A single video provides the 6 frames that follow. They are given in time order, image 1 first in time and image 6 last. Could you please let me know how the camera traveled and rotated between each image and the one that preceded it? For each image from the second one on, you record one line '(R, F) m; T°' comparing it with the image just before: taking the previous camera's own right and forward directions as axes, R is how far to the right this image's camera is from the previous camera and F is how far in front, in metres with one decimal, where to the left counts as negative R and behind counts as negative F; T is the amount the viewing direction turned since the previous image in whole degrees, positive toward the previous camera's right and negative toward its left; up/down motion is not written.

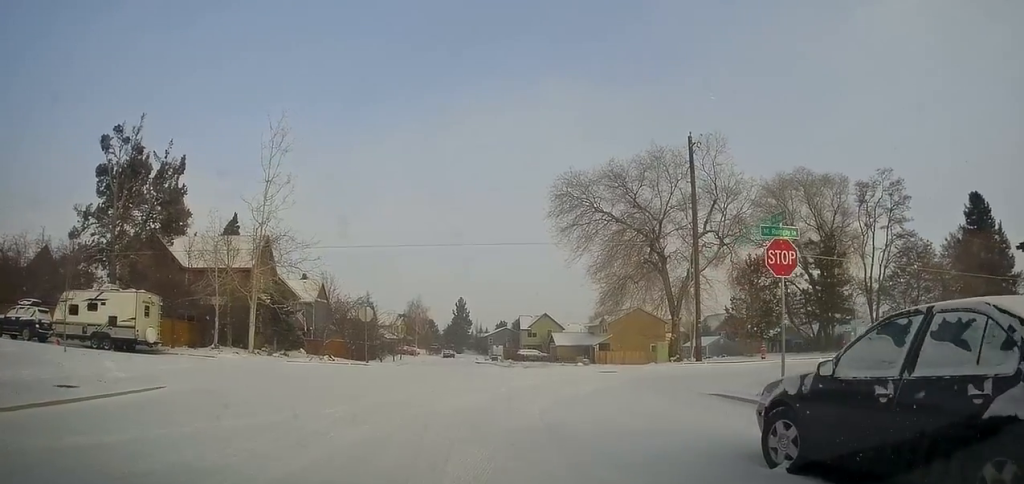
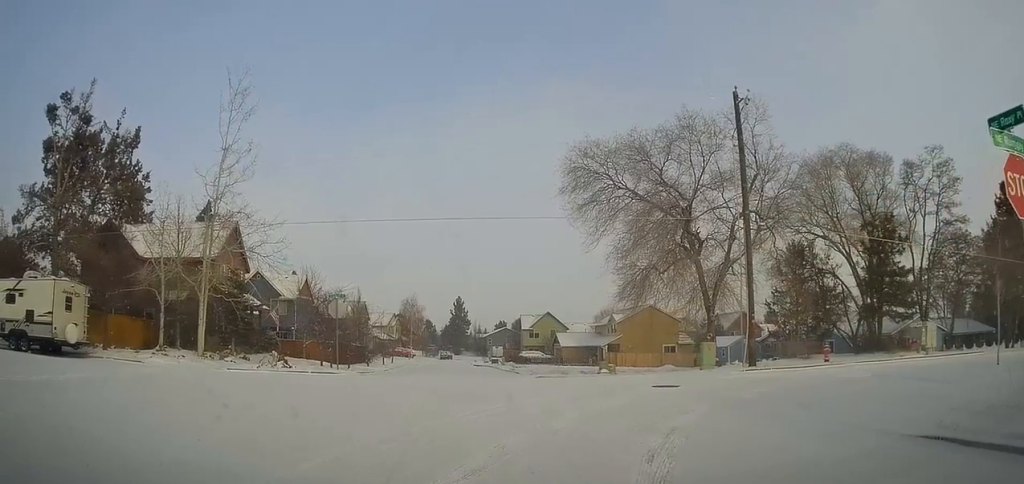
(+0.7, +8.4) m; +6°
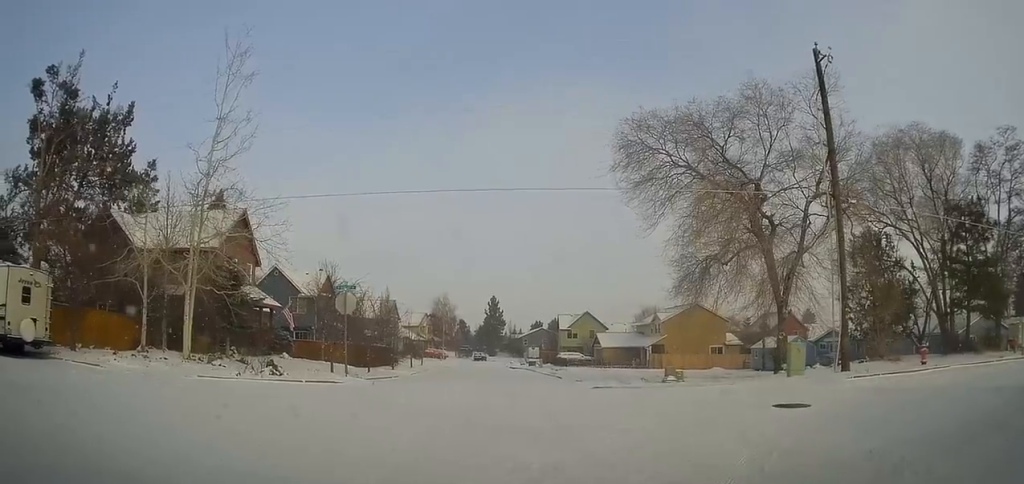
(-0.5, +7.4) m; -10°
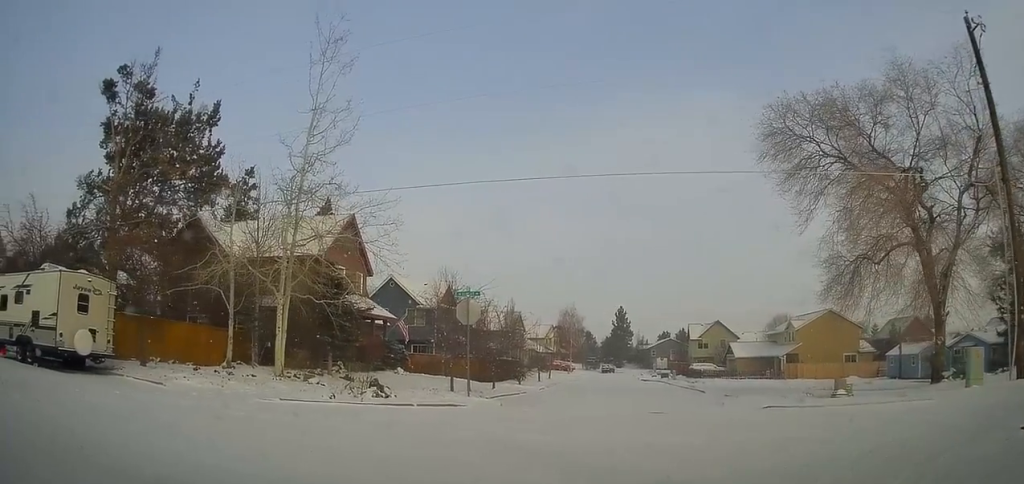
(-0.5, +4.3) m; -16°
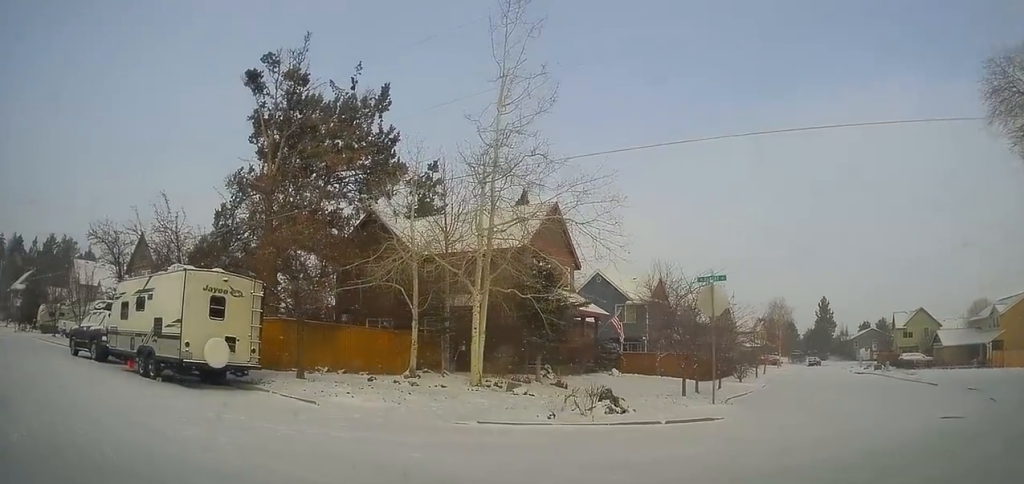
(-0.3, +3.3) m; -10°
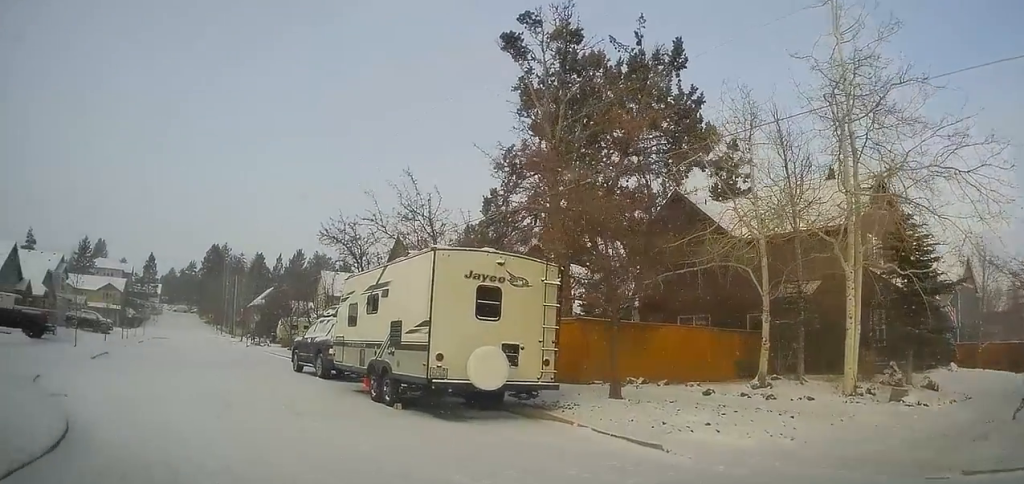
(-0.5, +3.7) m; -22°
